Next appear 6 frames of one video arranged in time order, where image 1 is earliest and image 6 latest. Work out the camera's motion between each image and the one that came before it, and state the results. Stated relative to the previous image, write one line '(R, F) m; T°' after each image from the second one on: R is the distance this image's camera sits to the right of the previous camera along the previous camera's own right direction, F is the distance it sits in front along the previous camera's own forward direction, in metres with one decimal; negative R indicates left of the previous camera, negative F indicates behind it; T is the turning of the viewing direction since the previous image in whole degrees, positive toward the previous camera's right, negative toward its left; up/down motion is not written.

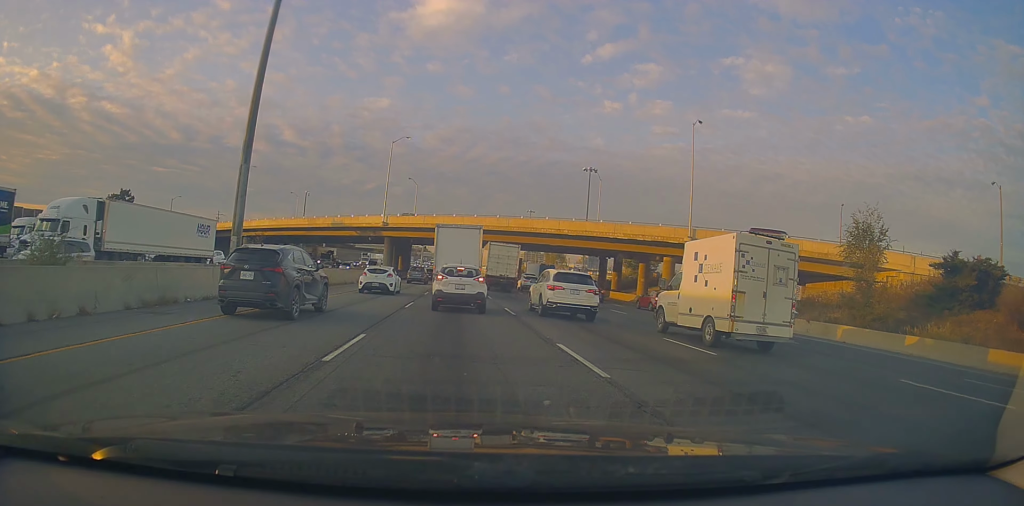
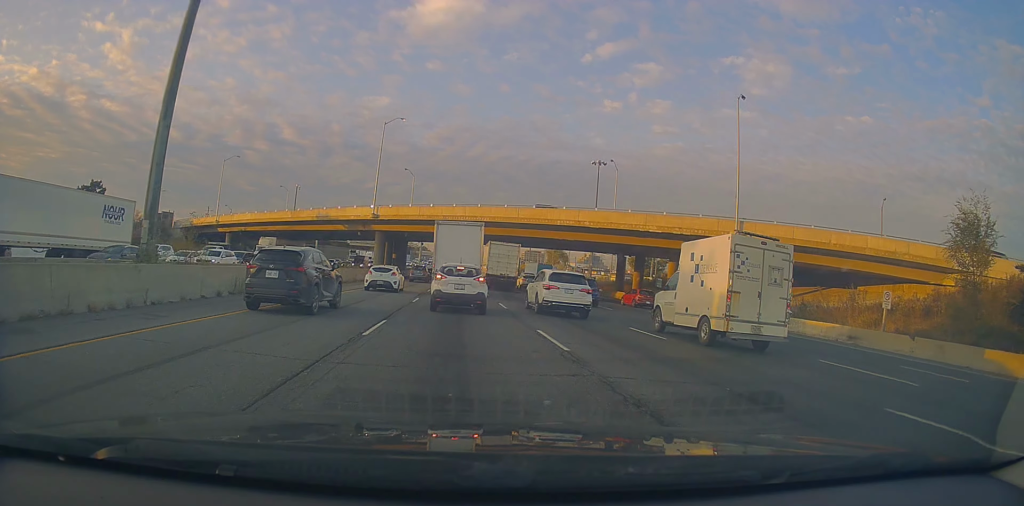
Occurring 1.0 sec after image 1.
(+0.4, +8.9) m; +1°
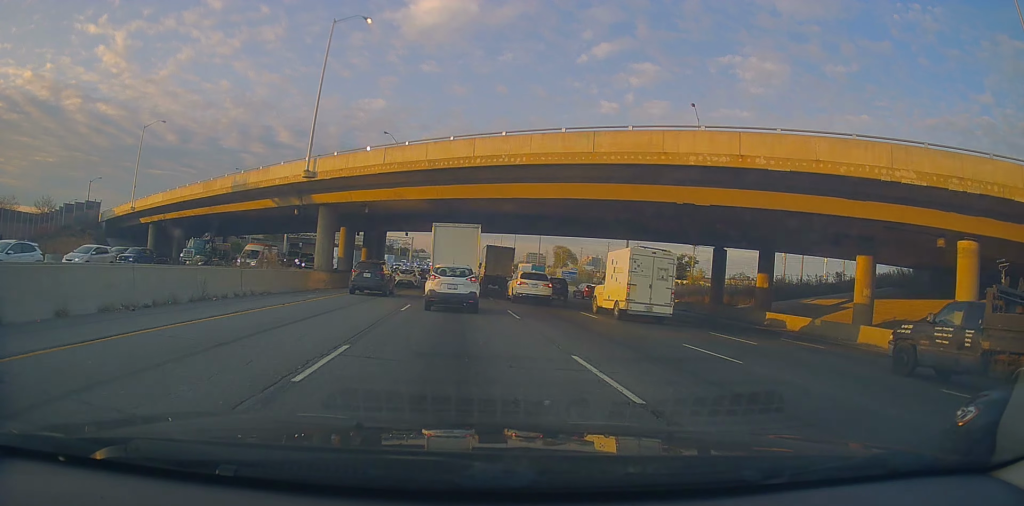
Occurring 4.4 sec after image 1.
(-0.7, +28.7) m; 0°
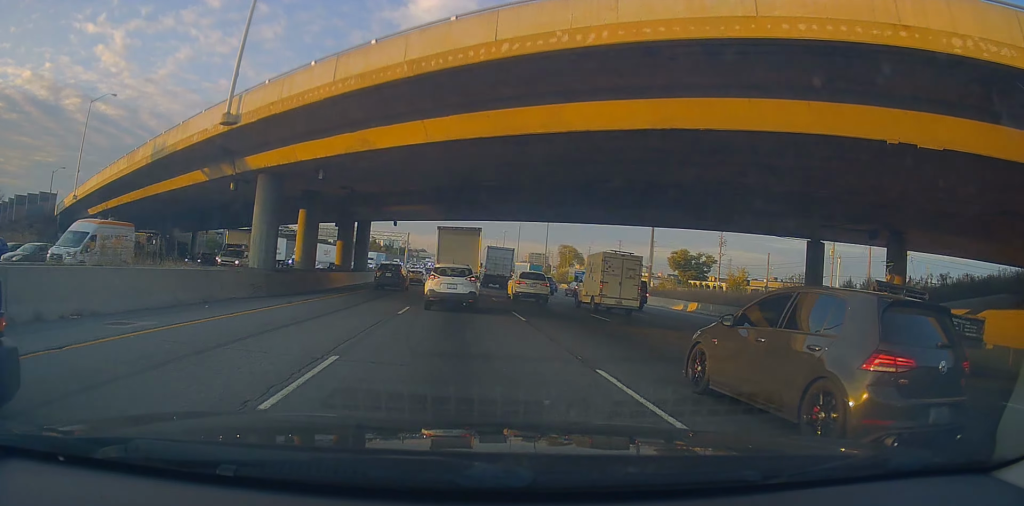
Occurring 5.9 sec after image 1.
(+0.2, +13.2) m; 0°
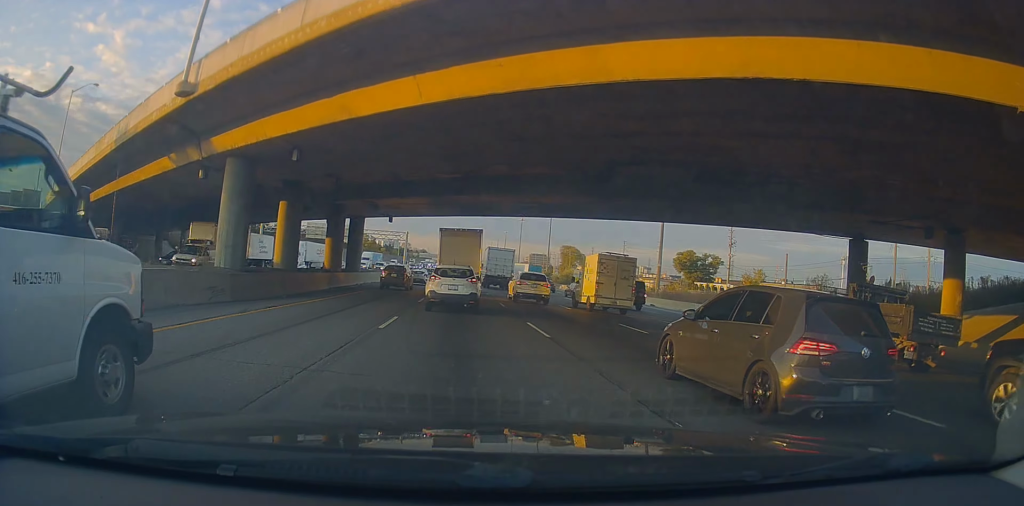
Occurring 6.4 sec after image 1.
(0.0, +4.2) m; -1°
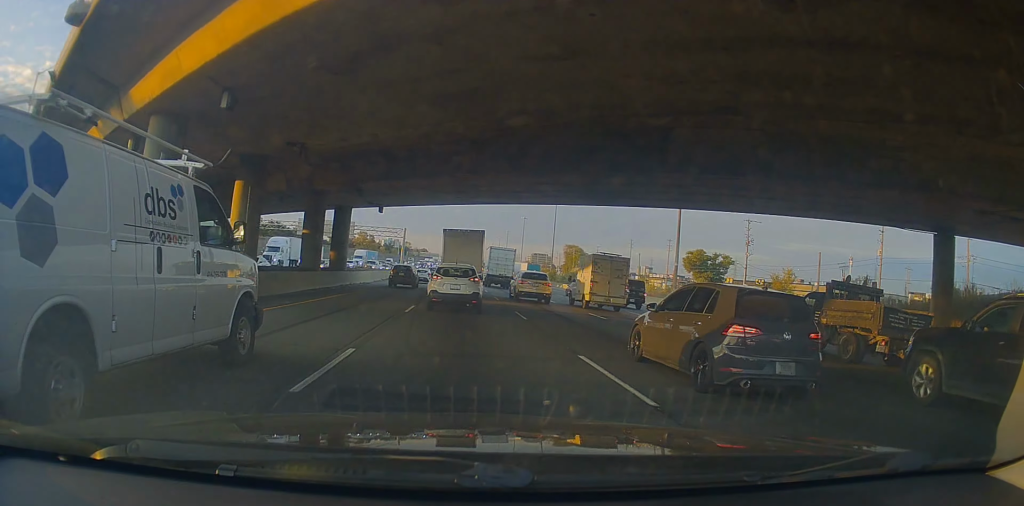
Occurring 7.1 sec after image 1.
(-0.1, +6.6) m; -2°
